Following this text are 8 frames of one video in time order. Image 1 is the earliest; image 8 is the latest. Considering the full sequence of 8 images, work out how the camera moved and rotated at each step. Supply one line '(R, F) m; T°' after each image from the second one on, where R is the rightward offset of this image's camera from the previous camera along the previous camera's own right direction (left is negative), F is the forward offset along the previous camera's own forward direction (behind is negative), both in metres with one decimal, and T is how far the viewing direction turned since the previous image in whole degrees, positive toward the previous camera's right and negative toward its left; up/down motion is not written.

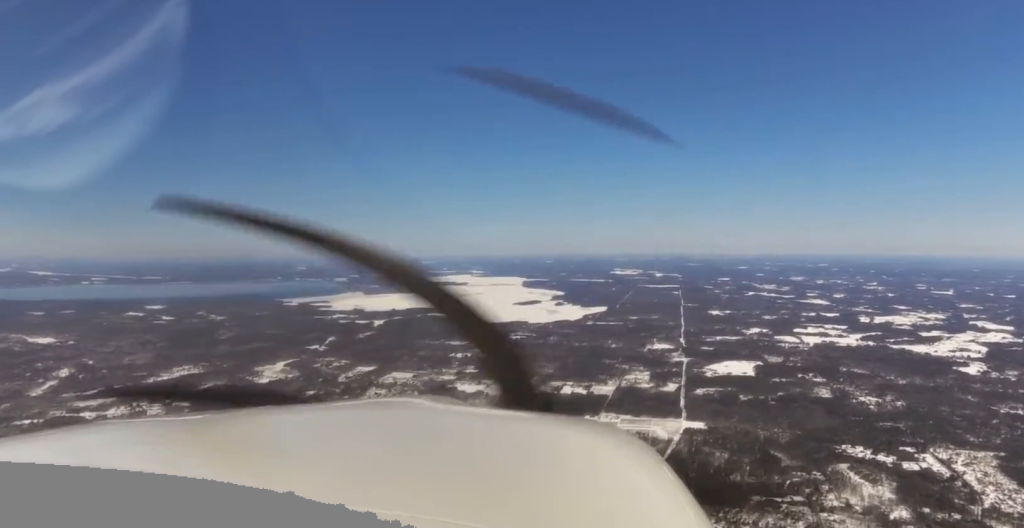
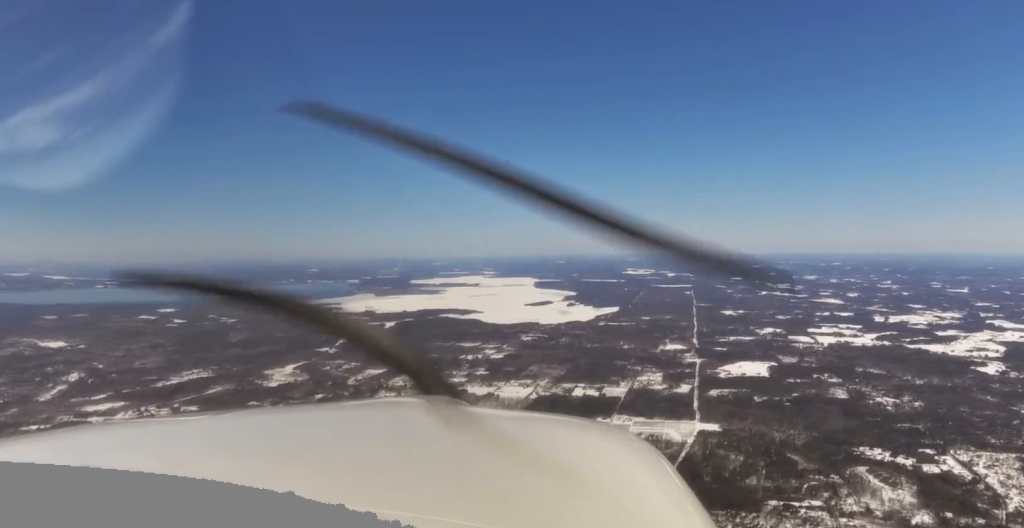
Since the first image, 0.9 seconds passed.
(-0.3, +60.7) m; 0°
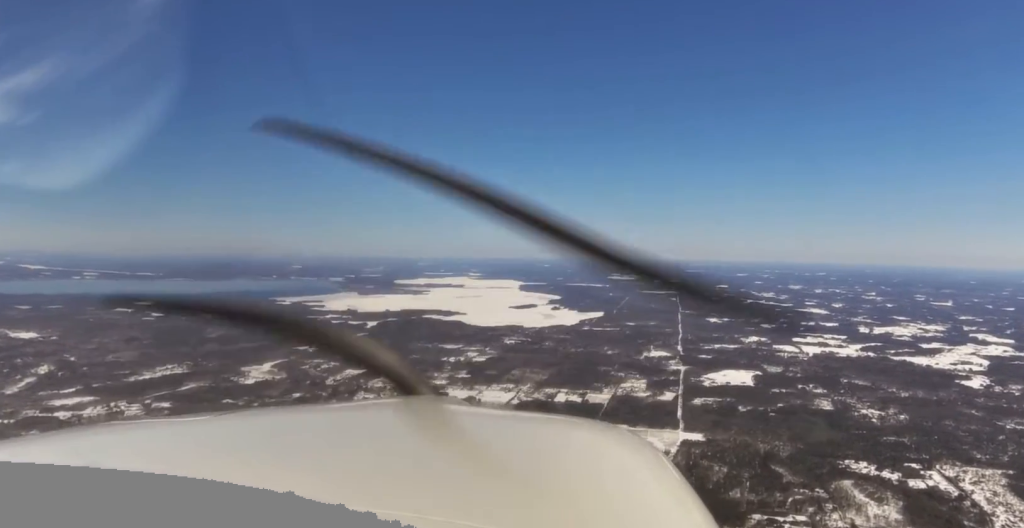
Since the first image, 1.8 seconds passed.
(+0.7, +65.5) m; 0°
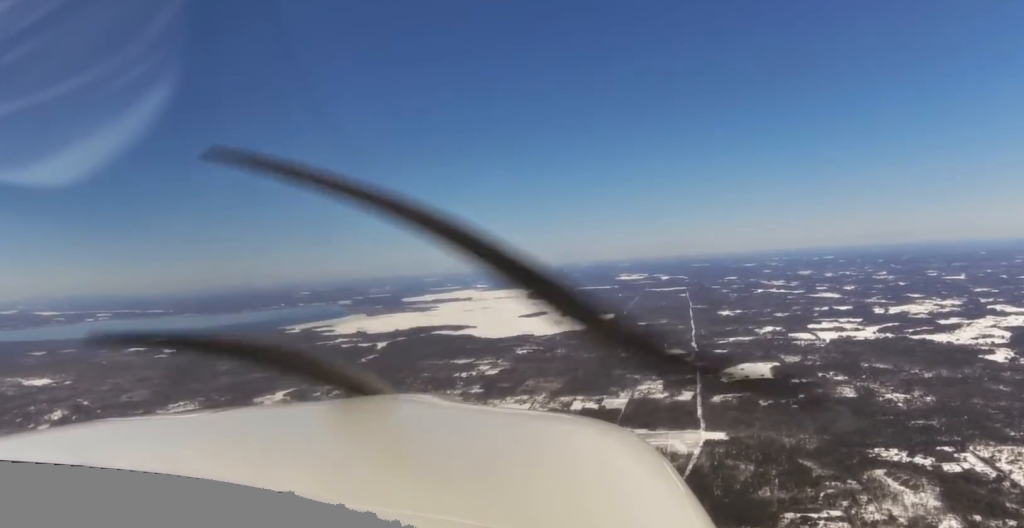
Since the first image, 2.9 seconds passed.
(-0.4, +79.8) m; -1°
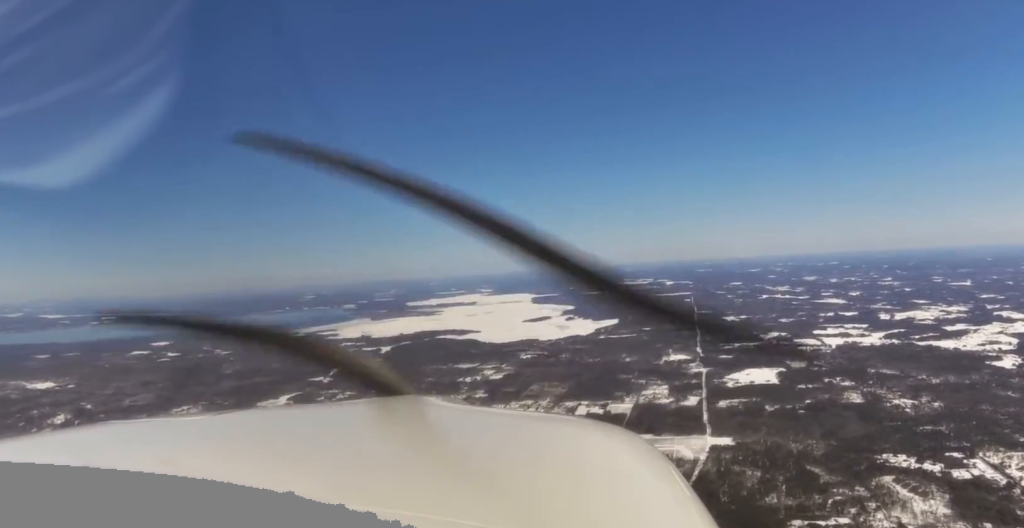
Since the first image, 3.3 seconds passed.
(-0.3, +28.2) m; 0°
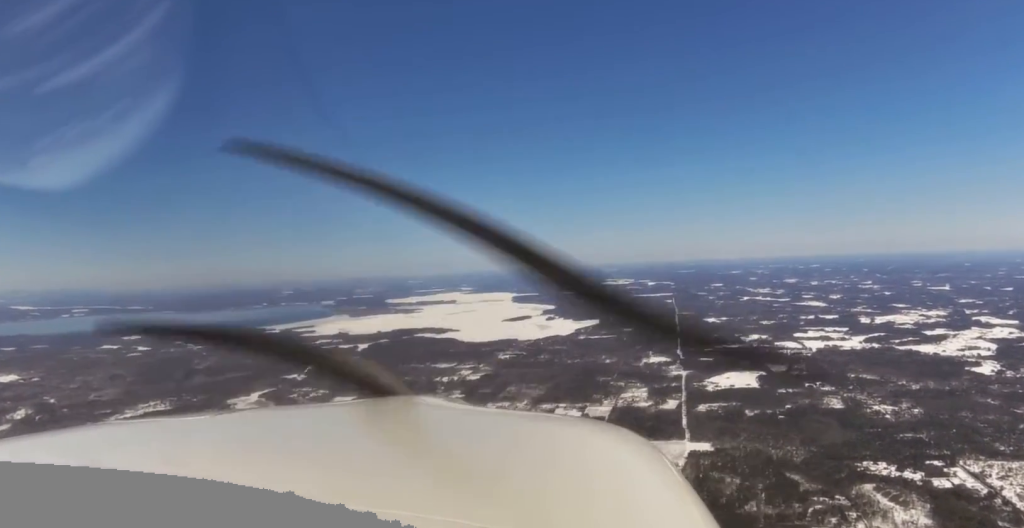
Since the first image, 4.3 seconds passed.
(0.0, +68.4) m; 0°
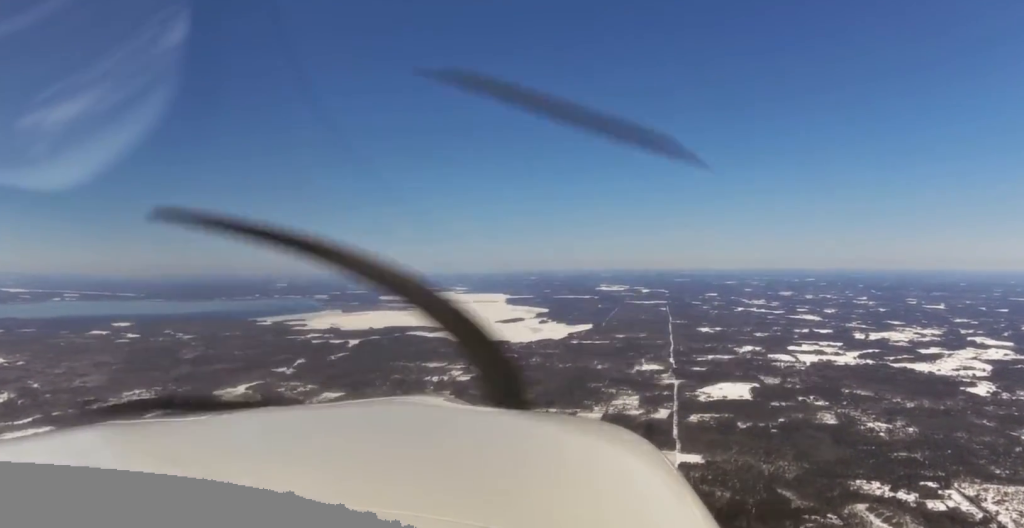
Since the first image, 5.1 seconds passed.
(0.0, +56.5) m; 0°
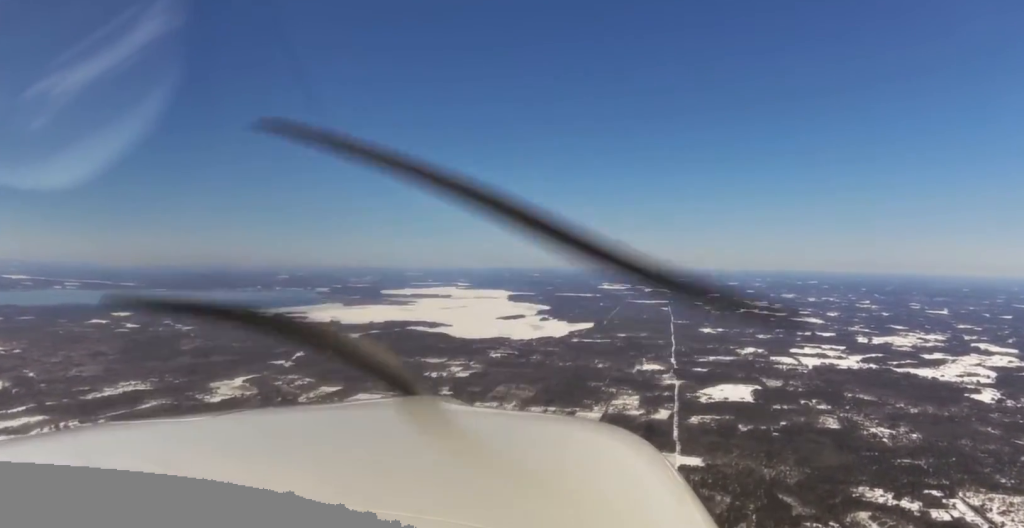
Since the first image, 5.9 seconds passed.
(-0.1, +54.0) m; 0°
